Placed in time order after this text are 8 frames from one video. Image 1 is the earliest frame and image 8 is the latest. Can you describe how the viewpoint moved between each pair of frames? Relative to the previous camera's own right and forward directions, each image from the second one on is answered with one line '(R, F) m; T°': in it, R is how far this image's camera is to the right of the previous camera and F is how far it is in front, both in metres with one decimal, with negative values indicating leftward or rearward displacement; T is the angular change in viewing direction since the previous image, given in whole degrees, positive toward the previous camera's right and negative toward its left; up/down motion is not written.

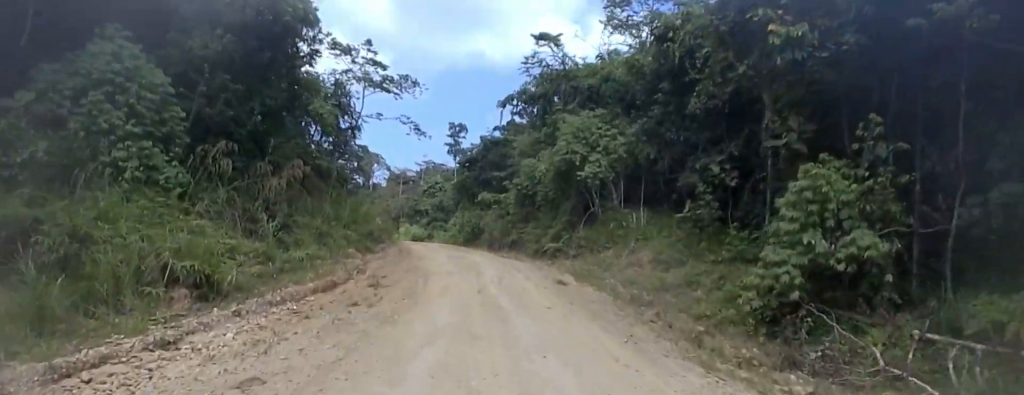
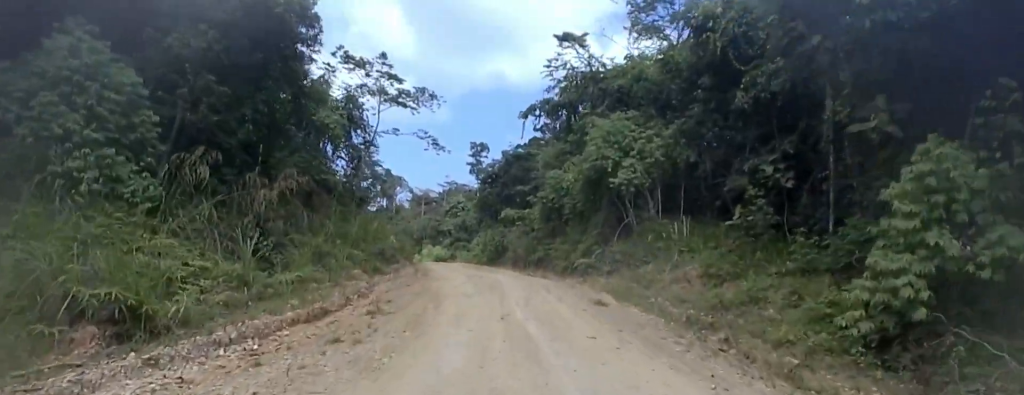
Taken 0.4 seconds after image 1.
(0.0, +2.5) m; -5°
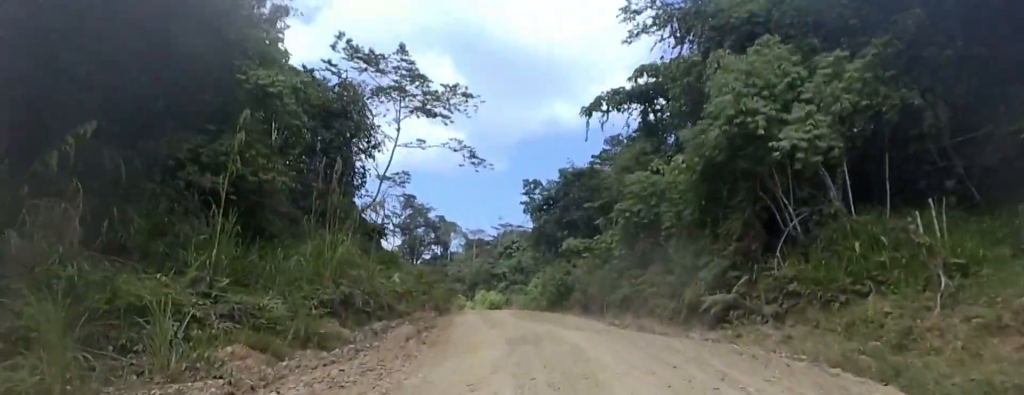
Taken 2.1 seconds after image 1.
(-1.7, +9.4) m; -6°
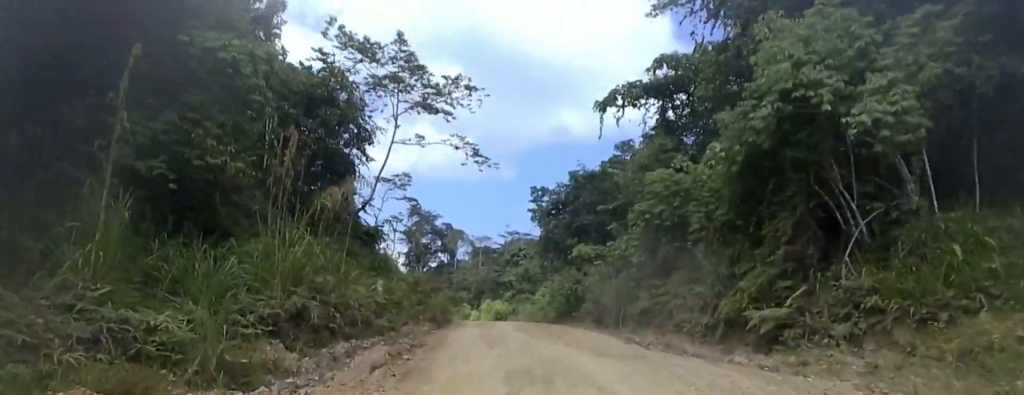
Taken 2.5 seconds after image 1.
(+0.6, +2.5) m; 0°
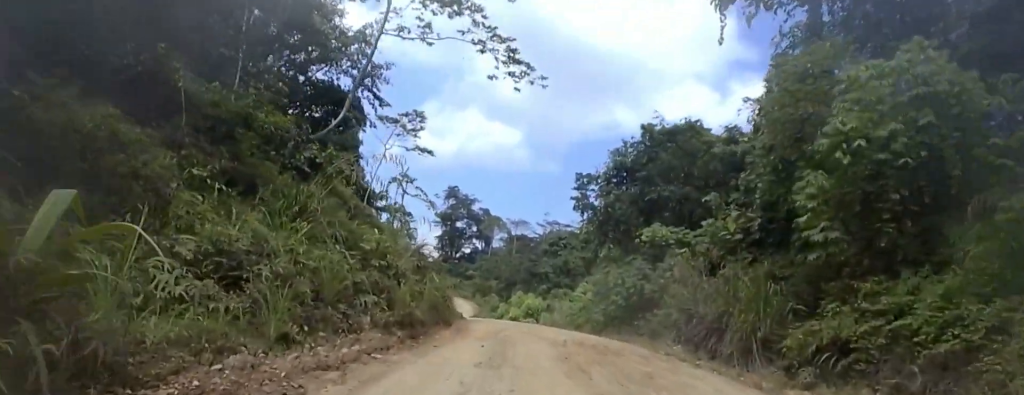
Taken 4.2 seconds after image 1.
(-1.0, +11.2) m; -14°
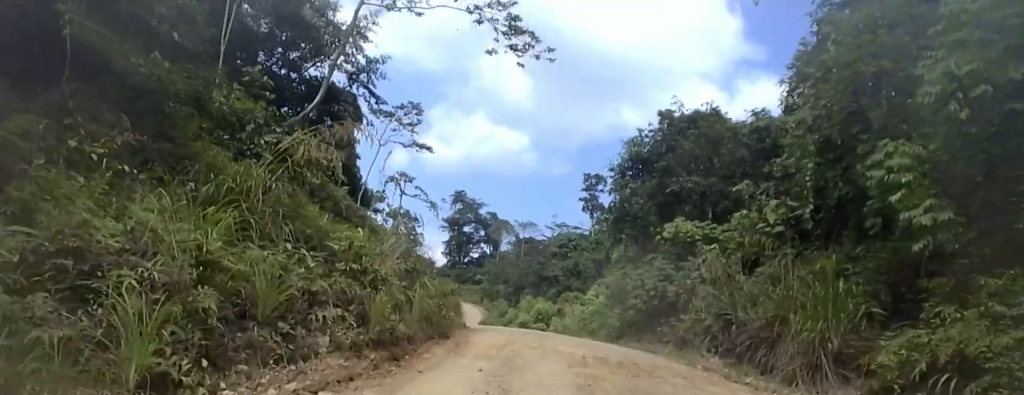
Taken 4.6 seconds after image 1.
(0.0, +3.0) m; 0°
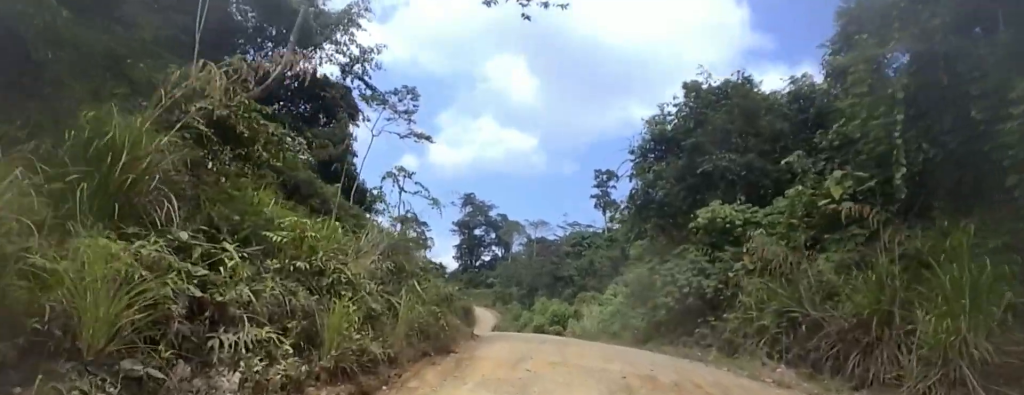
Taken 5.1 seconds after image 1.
(0.0, +3.5) m; 0°
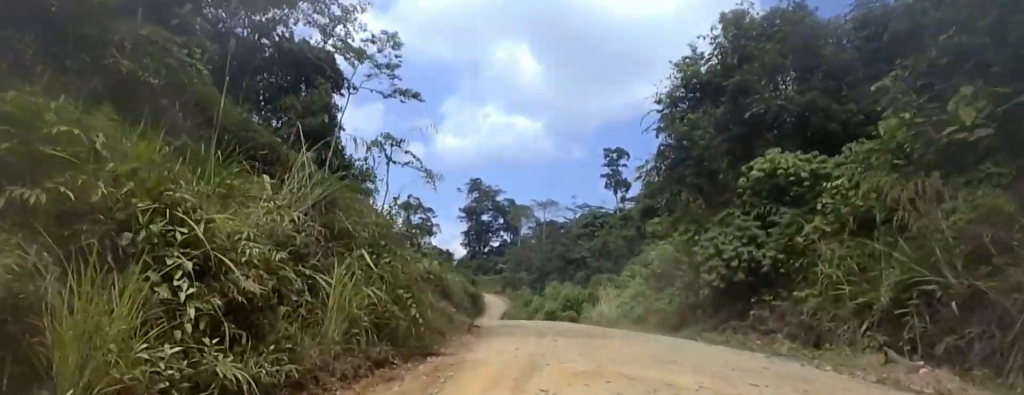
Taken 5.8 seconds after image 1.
(0.0, +5.0) m; 0°
